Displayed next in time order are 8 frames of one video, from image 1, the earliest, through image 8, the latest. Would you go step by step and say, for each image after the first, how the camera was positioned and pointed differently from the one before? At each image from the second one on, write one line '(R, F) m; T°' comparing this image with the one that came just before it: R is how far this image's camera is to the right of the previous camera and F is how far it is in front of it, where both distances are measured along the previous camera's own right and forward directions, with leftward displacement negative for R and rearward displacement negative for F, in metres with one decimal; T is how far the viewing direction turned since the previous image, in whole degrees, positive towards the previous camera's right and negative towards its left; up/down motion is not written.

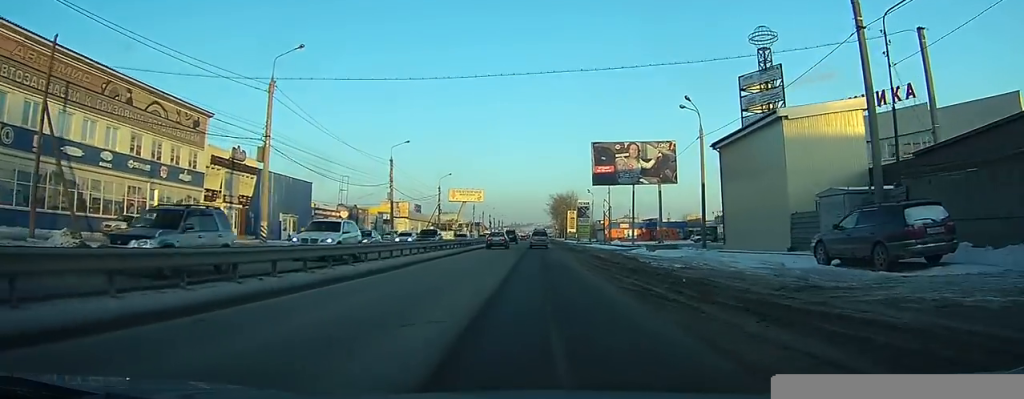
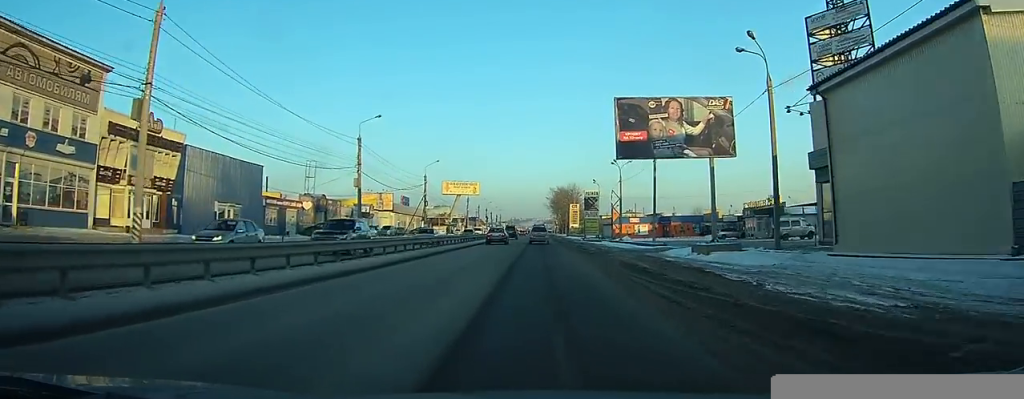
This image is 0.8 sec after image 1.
(0.0, +12.9) m; 0°
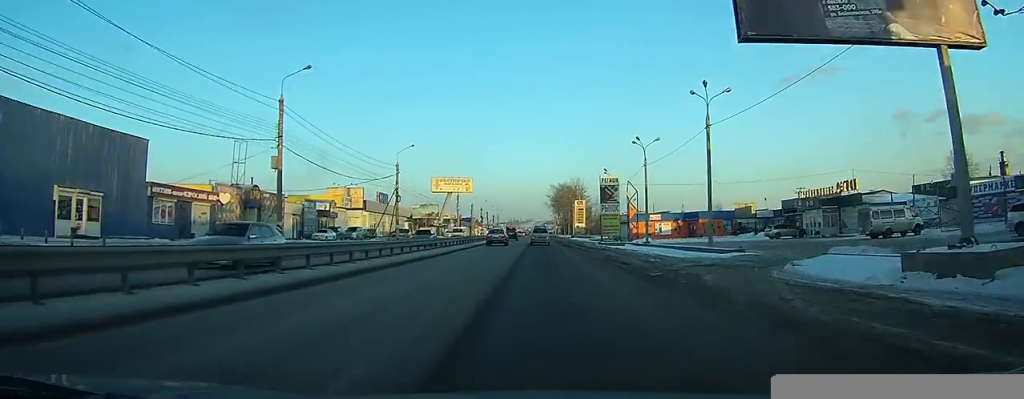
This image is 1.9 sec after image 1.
(+0.1, +18.4) m; +1°
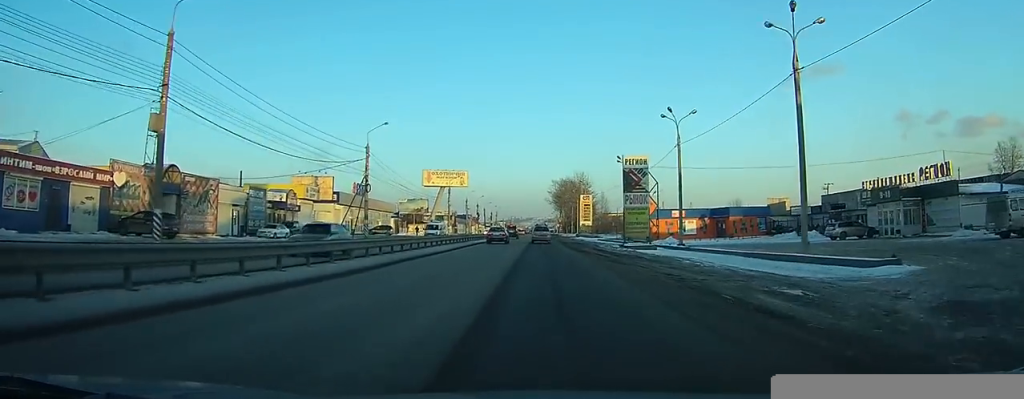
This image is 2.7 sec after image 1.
(0.0, +13.8) m; 0°
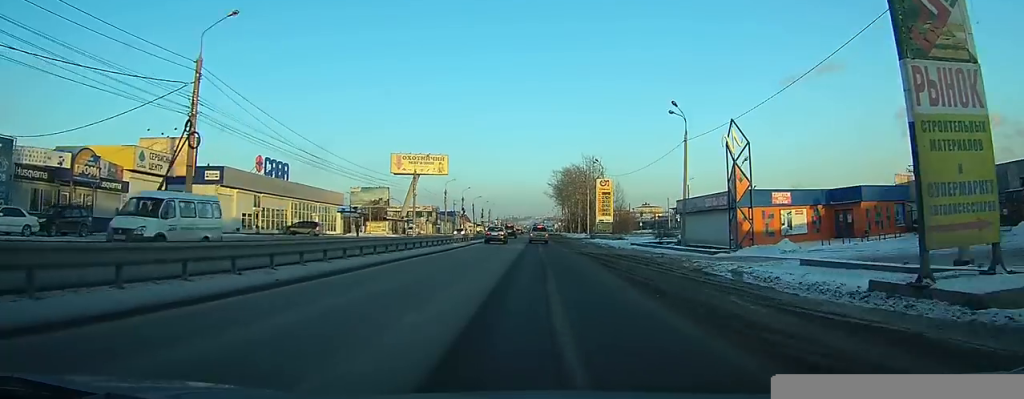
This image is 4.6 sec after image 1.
(0.0, +31.8) m; 0°
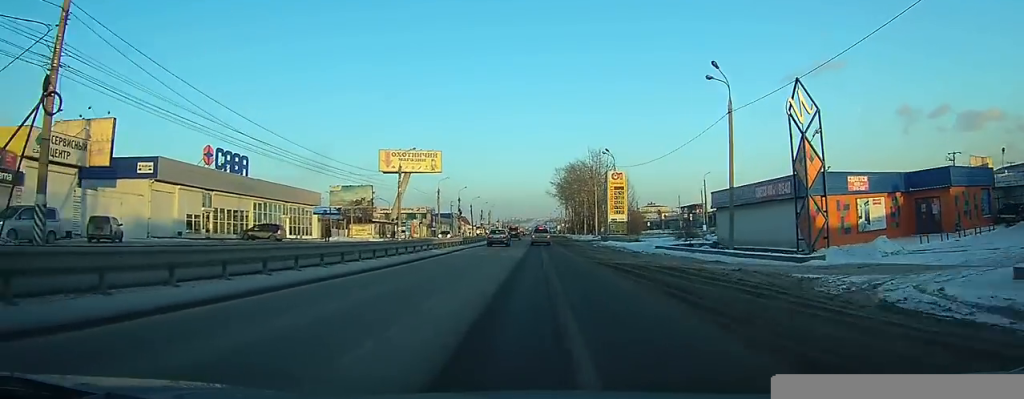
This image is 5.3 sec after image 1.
(0.0, +10.4) m; 0°
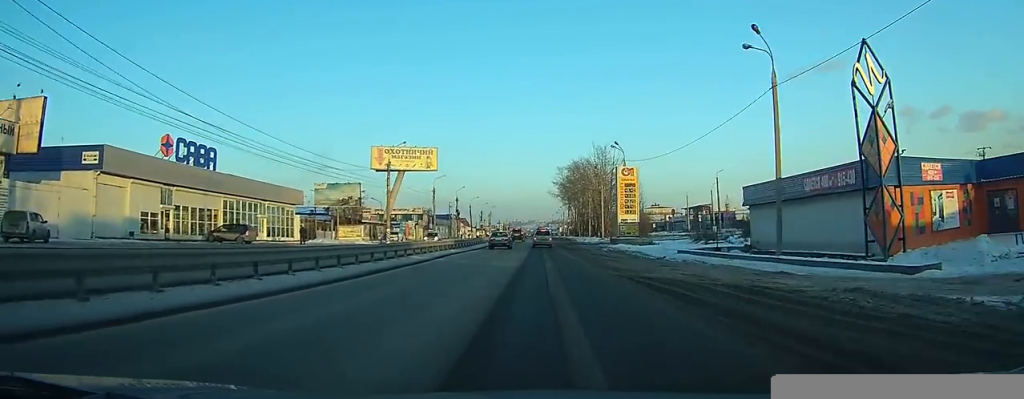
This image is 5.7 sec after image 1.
(0.0, +6.5) m; 0°
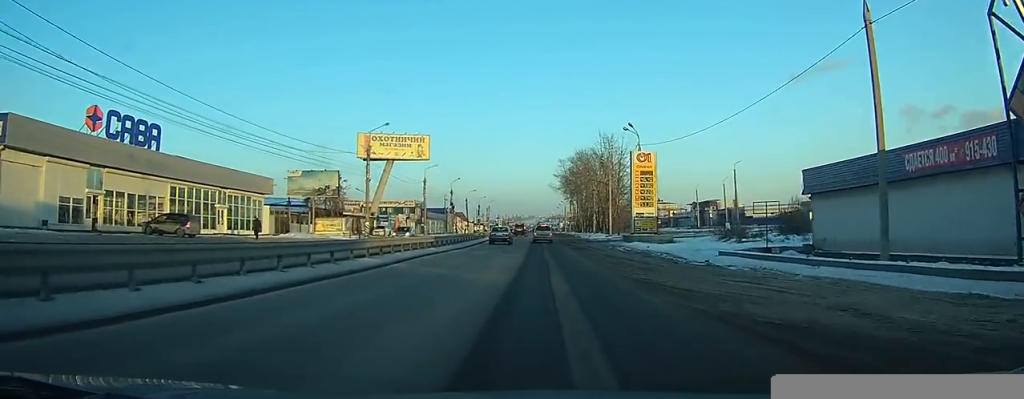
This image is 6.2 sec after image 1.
(0.0, +8.7) m; 0°
